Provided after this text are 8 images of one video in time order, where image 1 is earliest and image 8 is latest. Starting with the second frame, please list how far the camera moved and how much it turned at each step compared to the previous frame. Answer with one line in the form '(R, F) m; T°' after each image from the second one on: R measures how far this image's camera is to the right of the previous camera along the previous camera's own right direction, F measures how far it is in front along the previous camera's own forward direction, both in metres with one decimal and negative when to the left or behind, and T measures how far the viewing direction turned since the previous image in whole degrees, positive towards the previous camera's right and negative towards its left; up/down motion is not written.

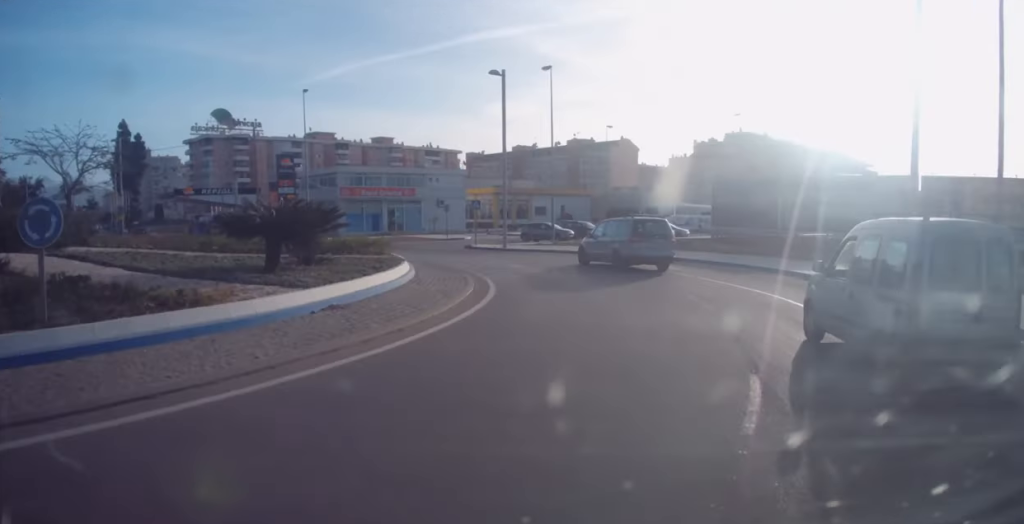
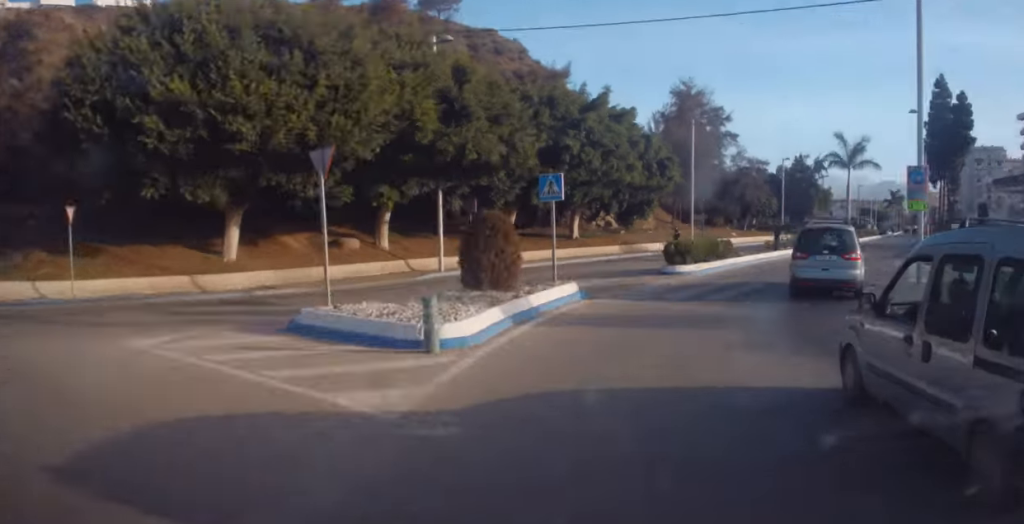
(-17.4, +72.8) m; -8°
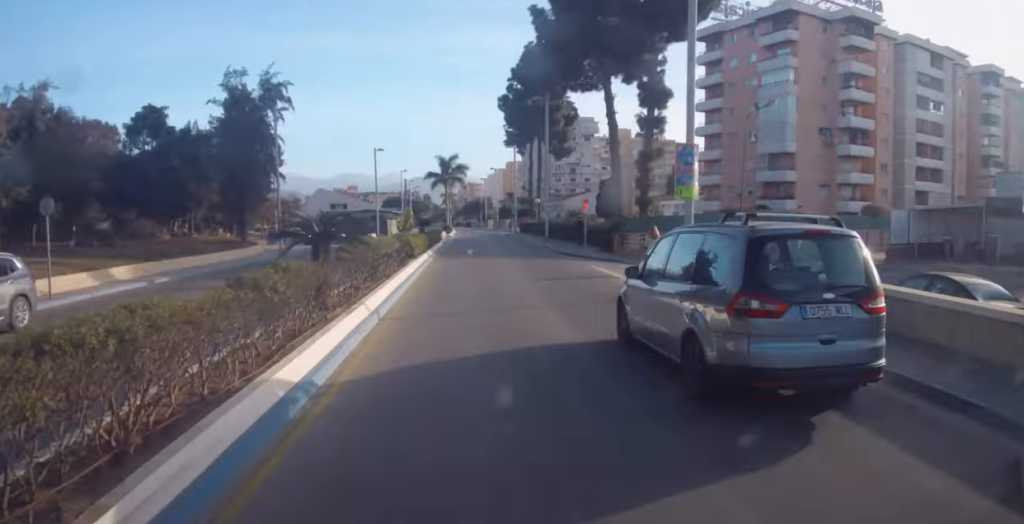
(+5.7, +68.0) m; +4°
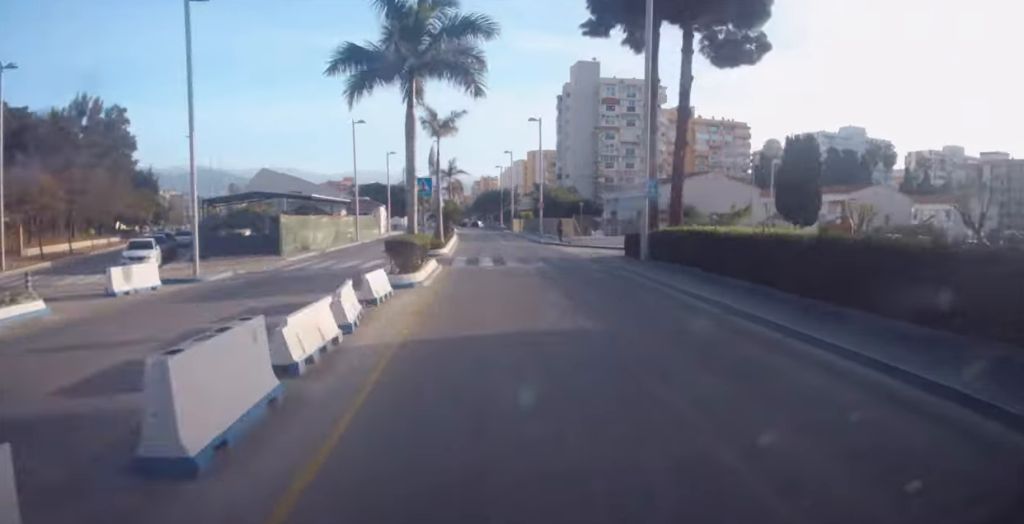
(-0.3, +47.2) m; -1°
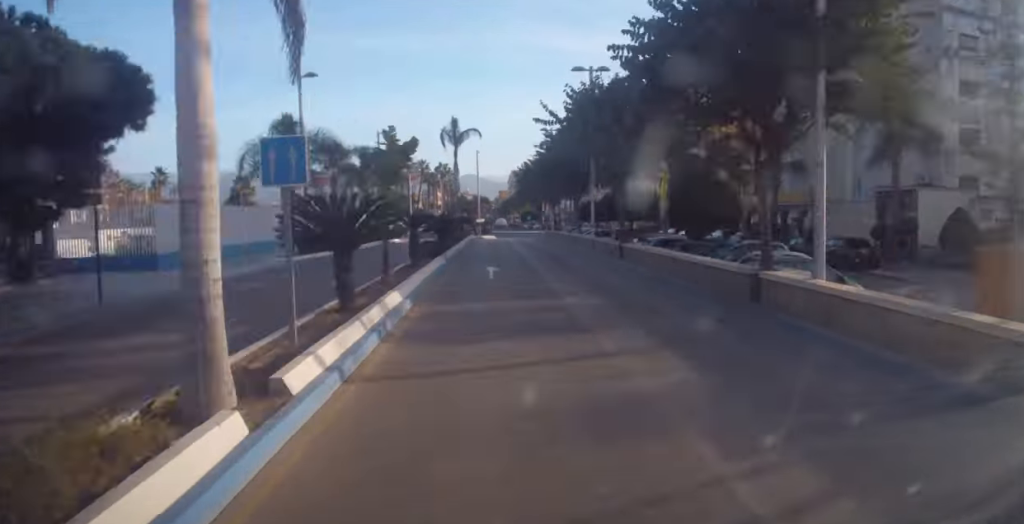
(-0.8, +74.8) m; +3°
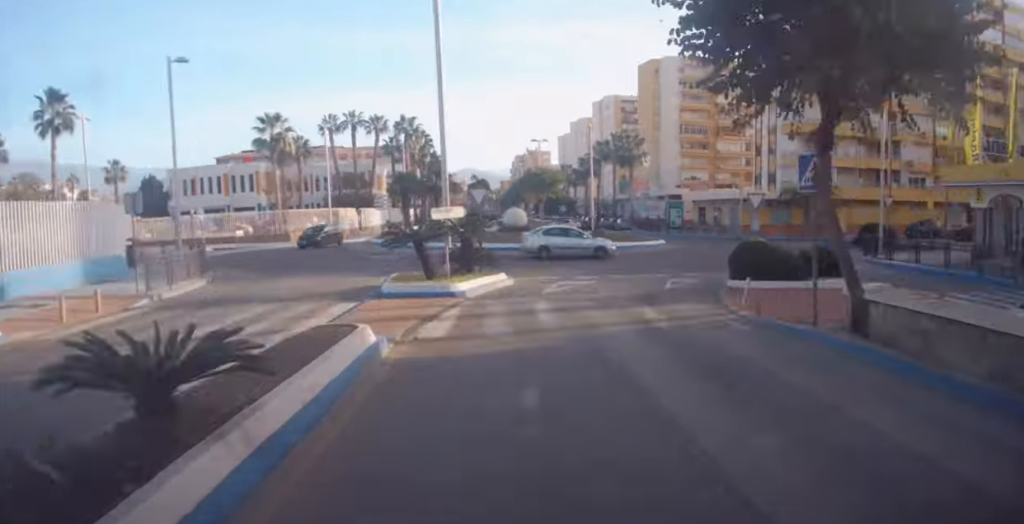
(+2.3, +42.4) m; -11°
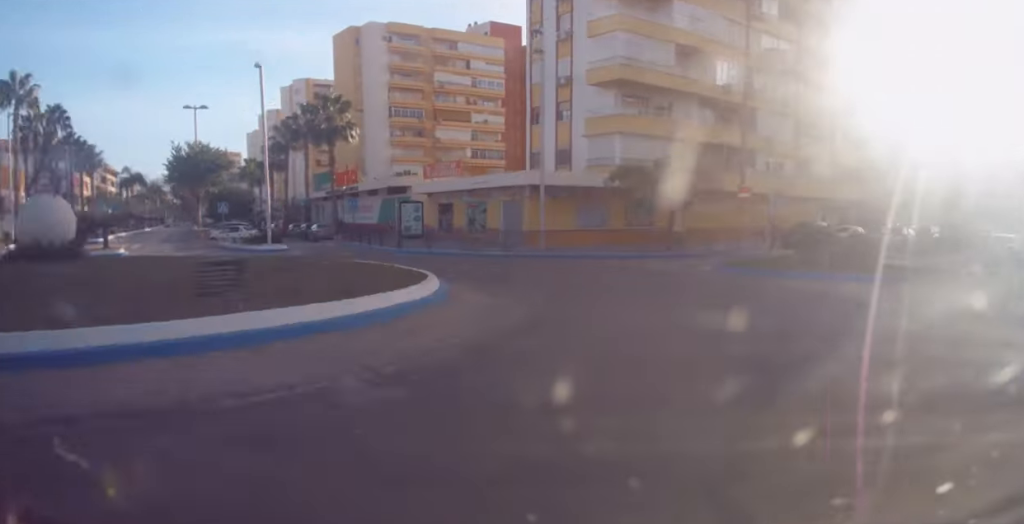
(+4.3, +29.9) m; -19°
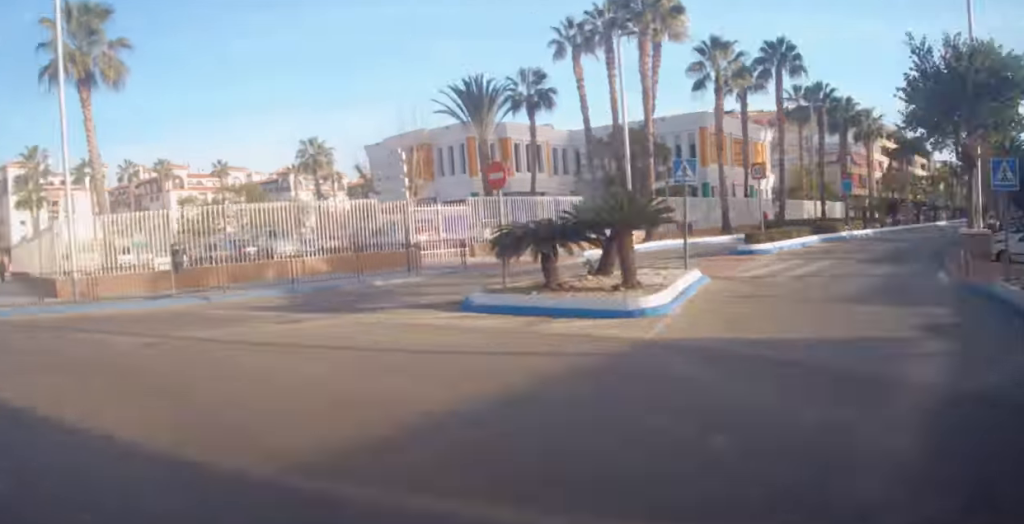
(-17.1, +25.0) m; -40°
